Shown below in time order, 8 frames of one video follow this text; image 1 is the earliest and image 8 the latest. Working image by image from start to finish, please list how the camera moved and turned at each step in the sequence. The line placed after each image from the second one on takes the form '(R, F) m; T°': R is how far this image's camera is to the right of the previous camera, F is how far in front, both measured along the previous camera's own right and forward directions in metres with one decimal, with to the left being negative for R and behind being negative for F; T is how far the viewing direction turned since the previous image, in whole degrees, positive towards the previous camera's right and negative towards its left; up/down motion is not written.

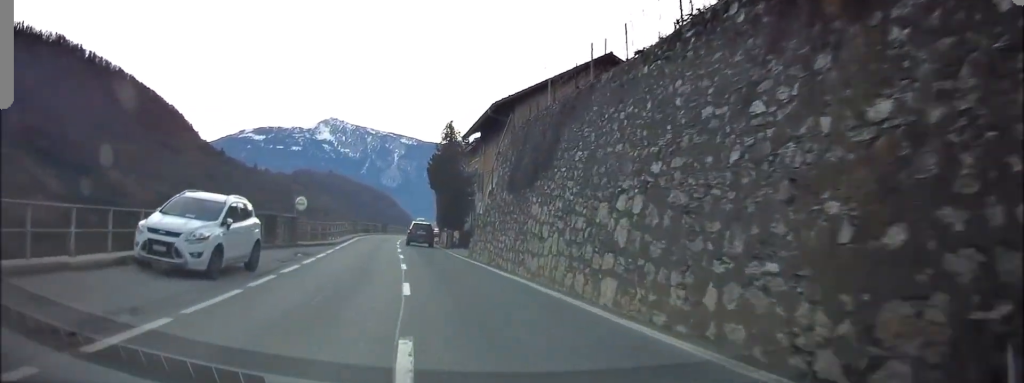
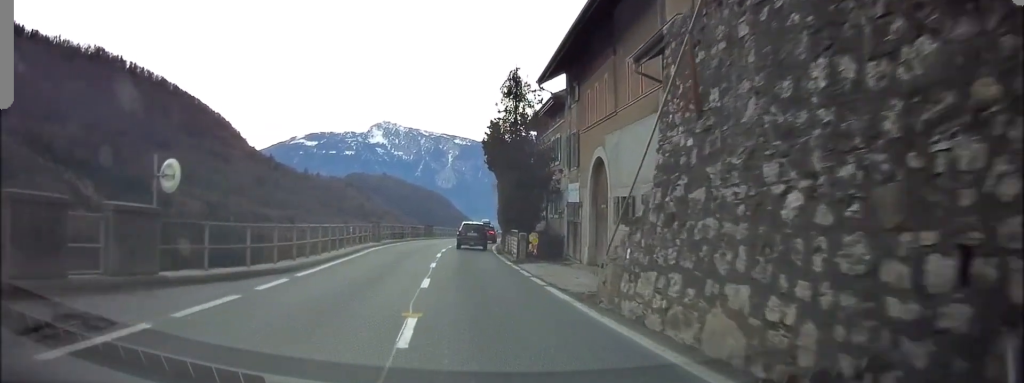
(-1.0, +16.2) m; -5°
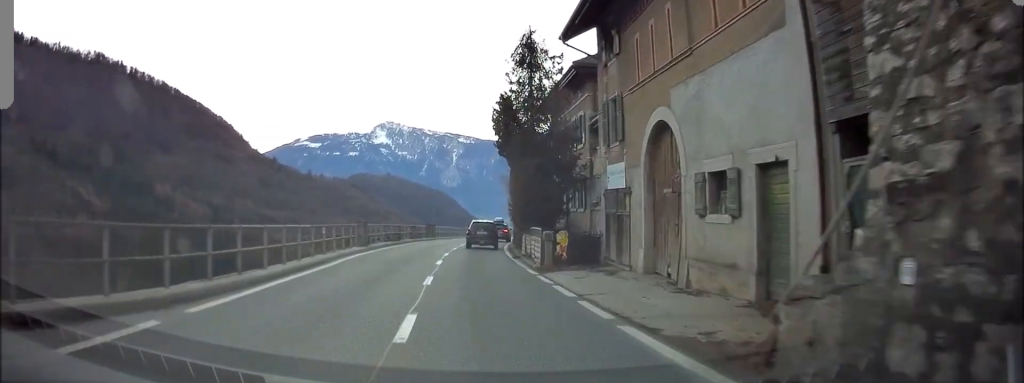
(-0.1, +5.6) m; 0°
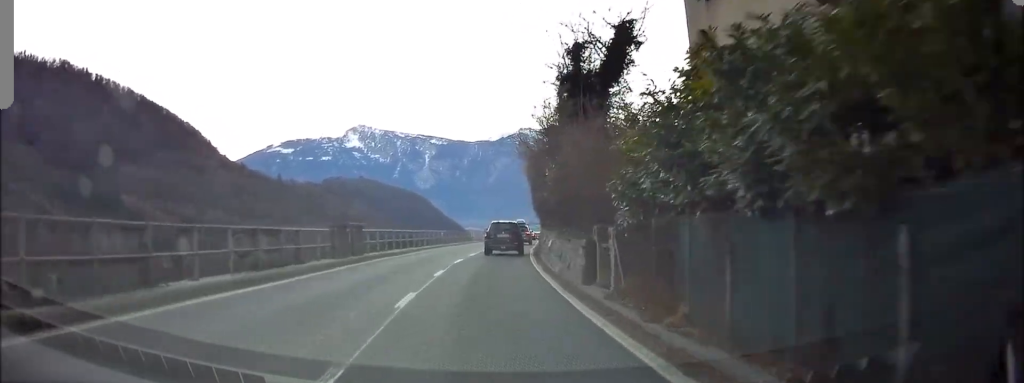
(+2.2, +27.1) m; +7°
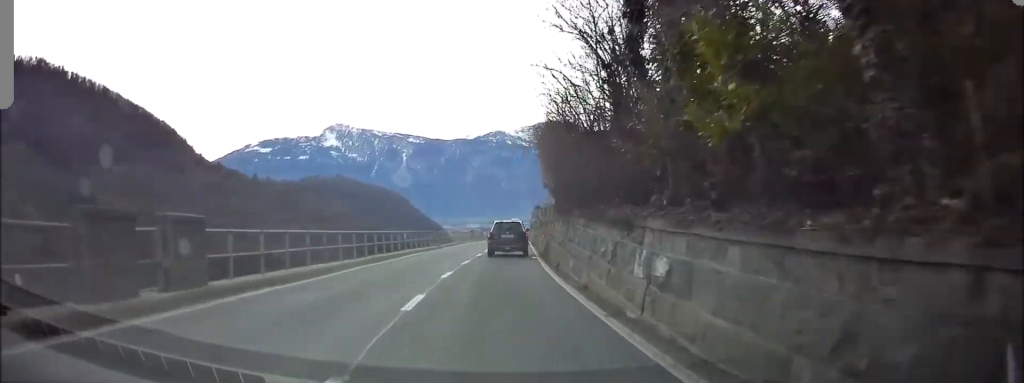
(-0.1, +12.3) m; +1°
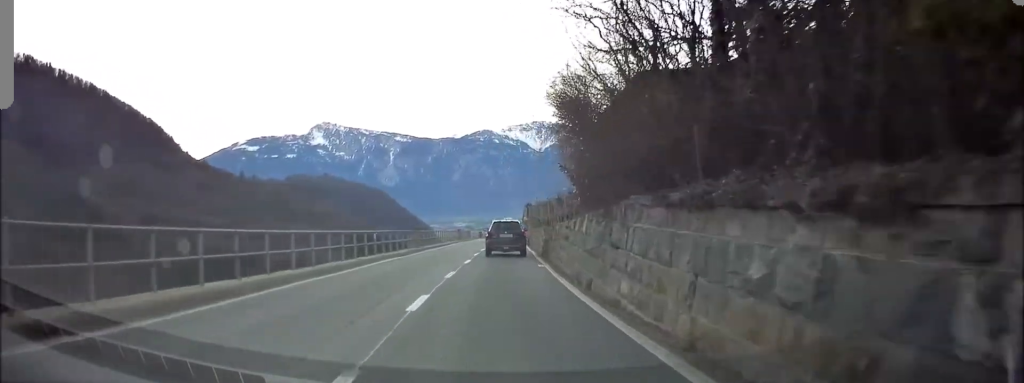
(+0.1, +6.2) m; +1°
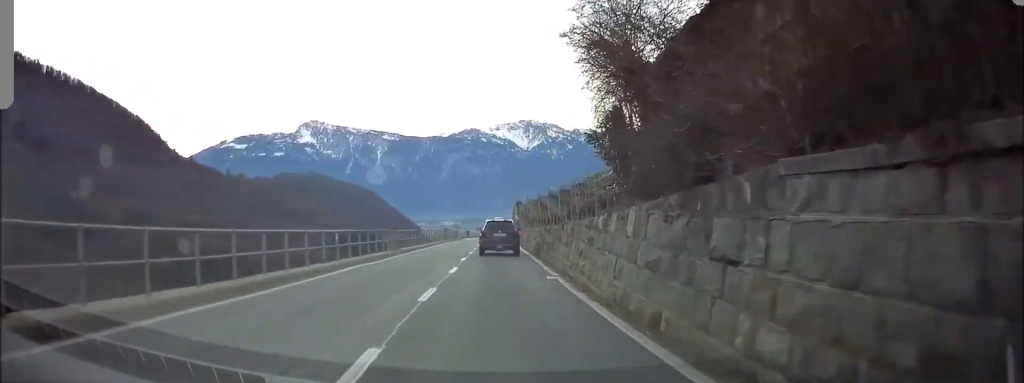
(+0.1, +4.7) m; +1°
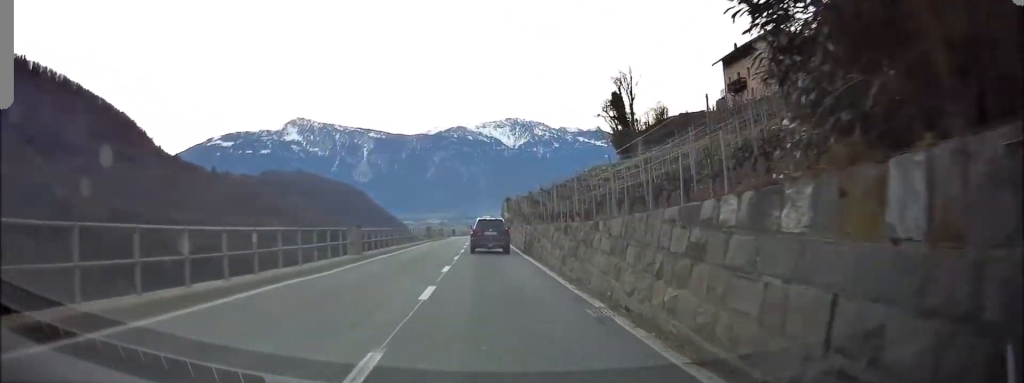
(0.0, +6.5) m; +2°
